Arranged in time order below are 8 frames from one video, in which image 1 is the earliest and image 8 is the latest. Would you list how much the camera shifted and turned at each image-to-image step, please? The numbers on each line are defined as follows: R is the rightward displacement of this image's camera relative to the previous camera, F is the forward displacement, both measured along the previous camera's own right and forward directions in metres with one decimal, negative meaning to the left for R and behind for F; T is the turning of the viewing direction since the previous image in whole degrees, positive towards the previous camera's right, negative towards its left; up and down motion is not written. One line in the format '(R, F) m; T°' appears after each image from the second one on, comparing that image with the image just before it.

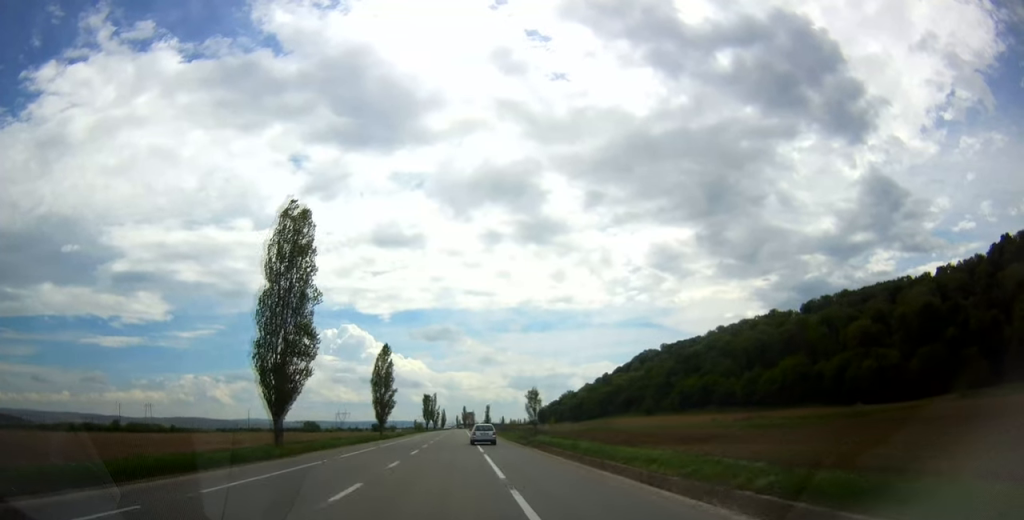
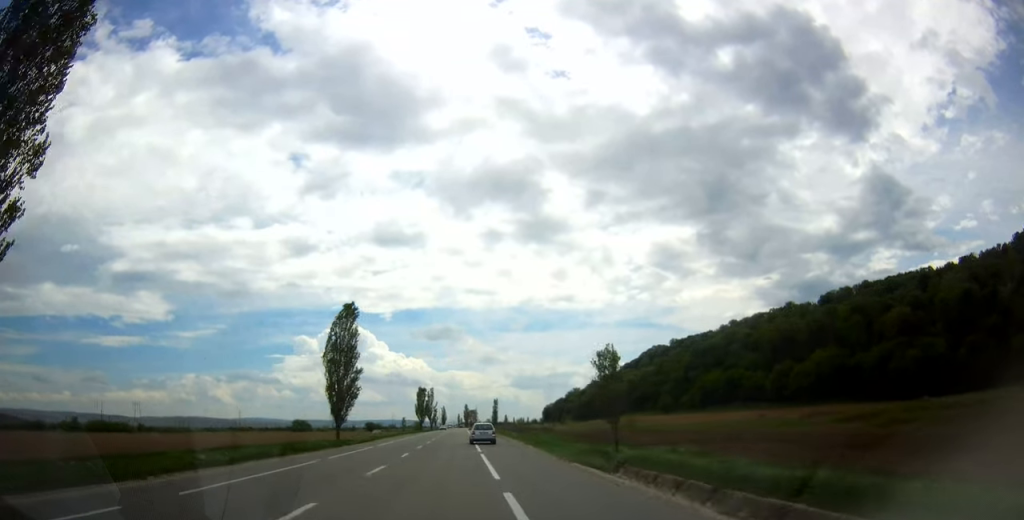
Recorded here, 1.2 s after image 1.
(+0.1, +30.3) m; 0°
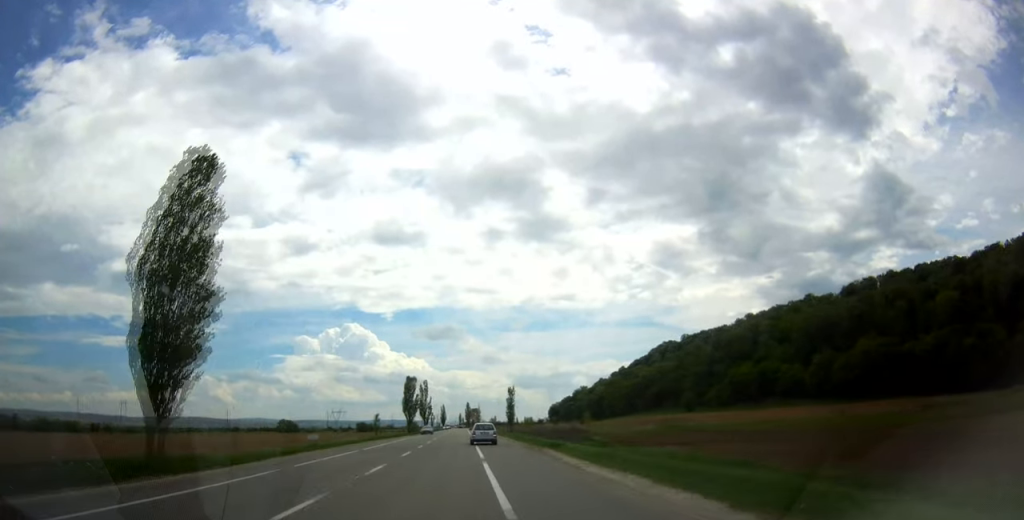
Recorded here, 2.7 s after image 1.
(-0.1, +34.9) m; 0°
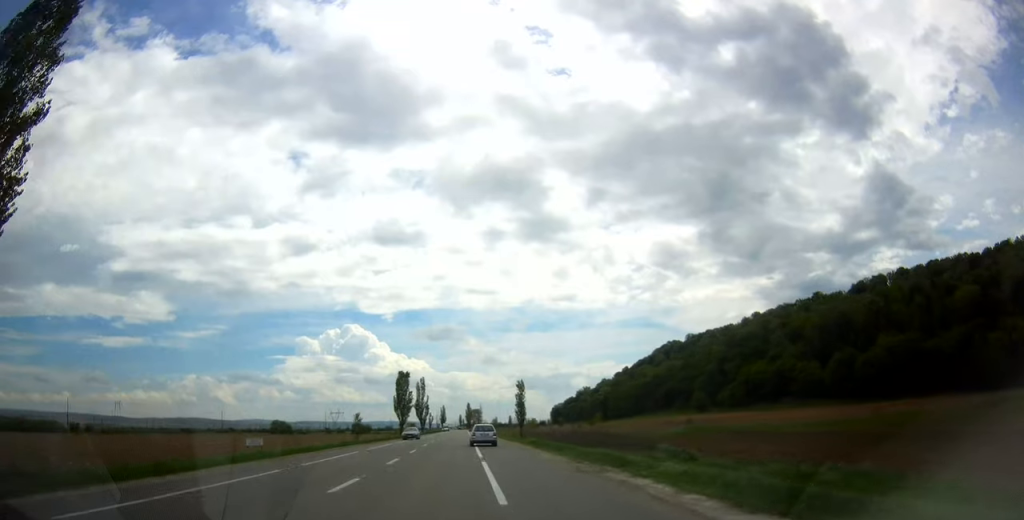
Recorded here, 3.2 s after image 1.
(0.0, +13.6) m; 0°
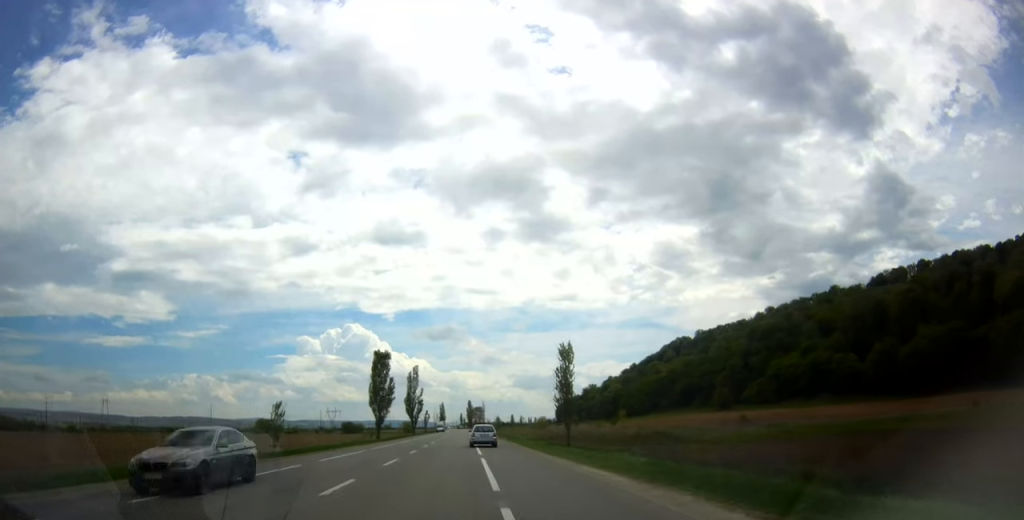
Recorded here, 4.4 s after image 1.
(0.0, +27.2) m; 0°
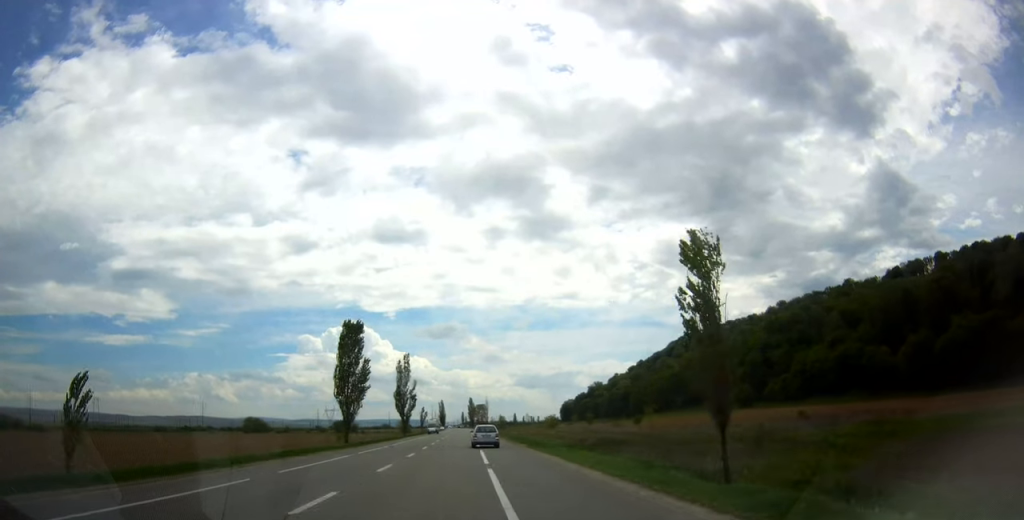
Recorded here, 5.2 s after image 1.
(0.0, +20.5) m; 0°
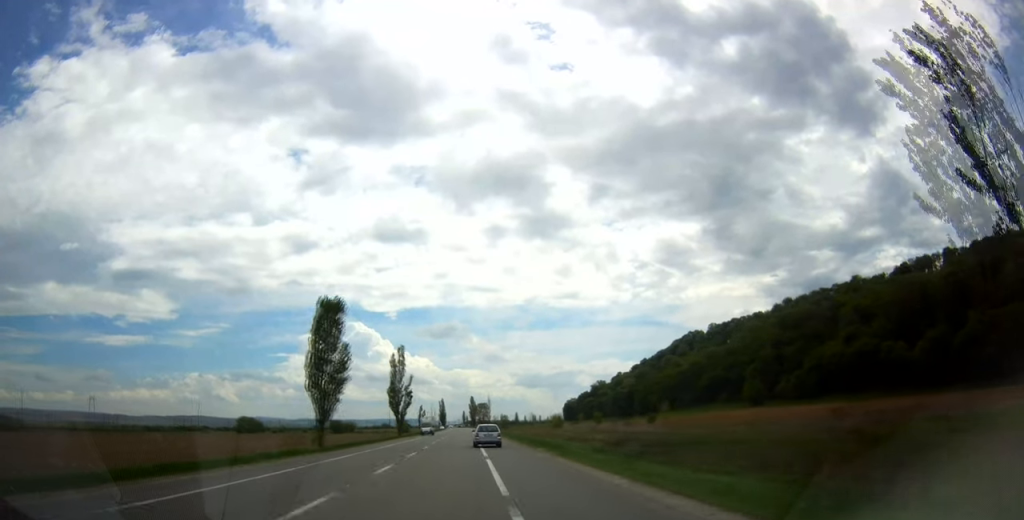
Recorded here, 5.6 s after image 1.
(0.0, +9.8) m; 0°
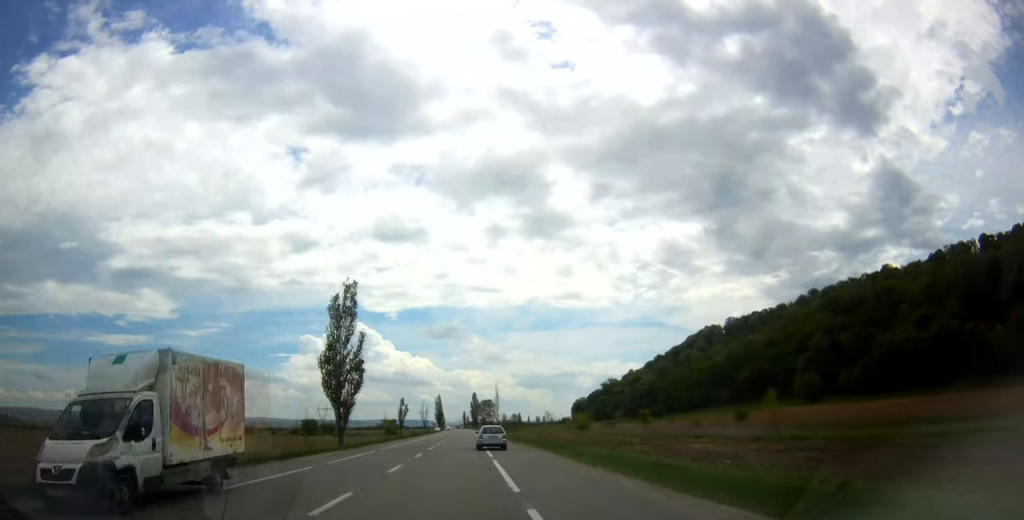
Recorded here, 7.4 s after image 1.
(-1.0, +43.5) m; -1°
